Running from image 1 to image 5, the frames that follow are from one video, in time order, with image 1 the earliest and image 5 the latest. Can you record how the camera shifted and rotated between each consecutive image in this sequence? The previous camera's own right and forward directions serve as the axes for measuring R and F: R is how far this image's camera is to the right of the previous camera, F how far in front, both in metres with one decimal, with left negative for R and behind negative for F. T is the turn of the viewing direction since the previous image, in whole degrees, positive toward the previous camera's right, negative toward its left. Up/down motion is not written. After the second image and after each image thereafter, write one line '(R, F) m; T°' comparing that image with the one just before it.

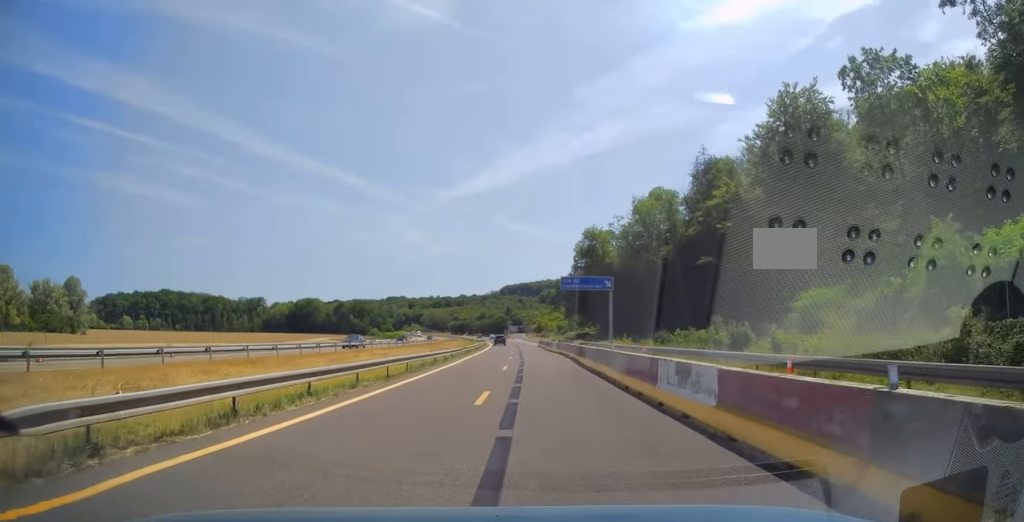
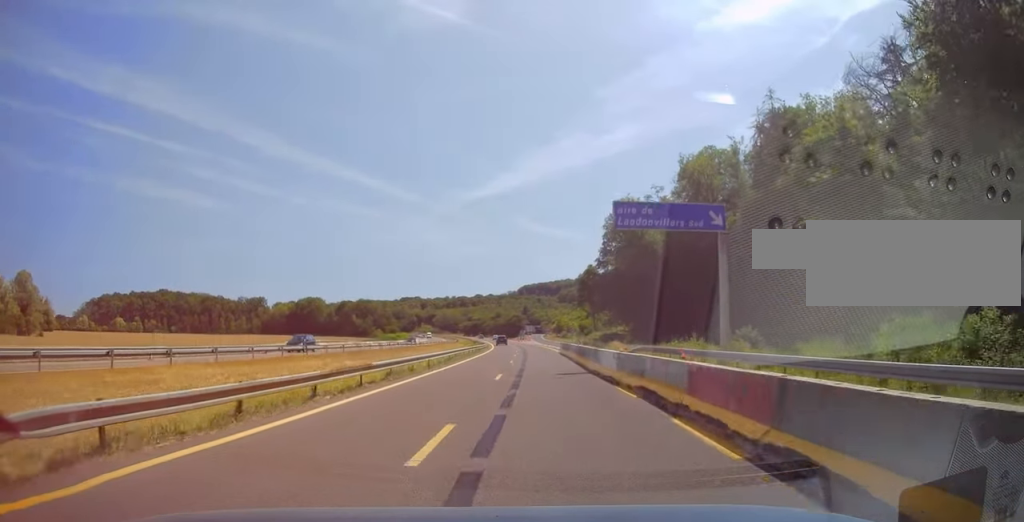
(-0.4, +31.8) m; -1°
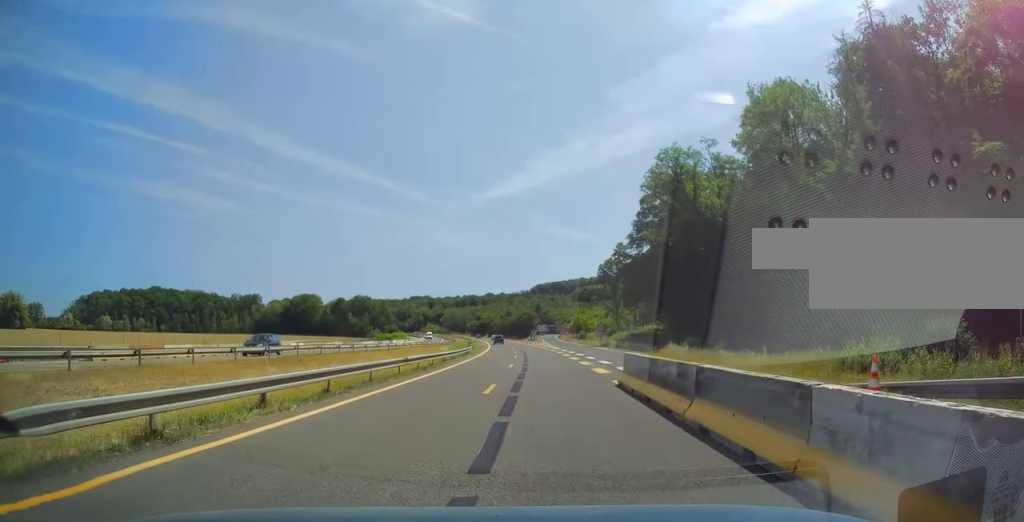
(-0.4, +30.9) m; -2°
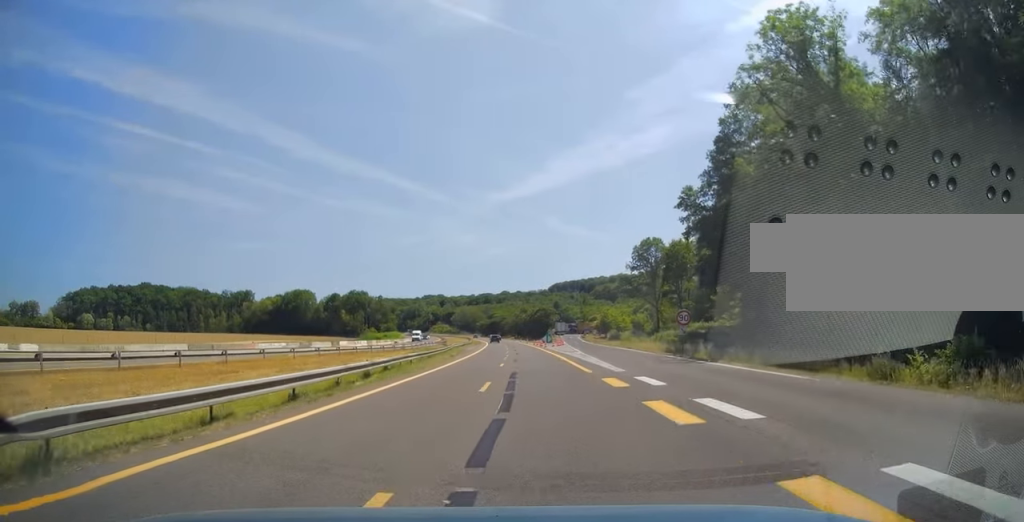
(-0.8, +38.3) m; -2°
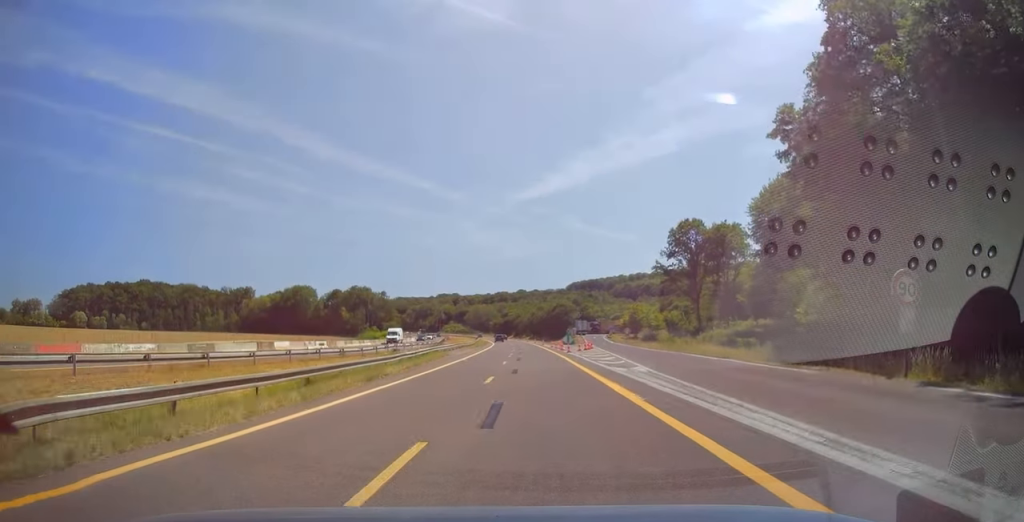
(0.0, +23.5) m; -1°
